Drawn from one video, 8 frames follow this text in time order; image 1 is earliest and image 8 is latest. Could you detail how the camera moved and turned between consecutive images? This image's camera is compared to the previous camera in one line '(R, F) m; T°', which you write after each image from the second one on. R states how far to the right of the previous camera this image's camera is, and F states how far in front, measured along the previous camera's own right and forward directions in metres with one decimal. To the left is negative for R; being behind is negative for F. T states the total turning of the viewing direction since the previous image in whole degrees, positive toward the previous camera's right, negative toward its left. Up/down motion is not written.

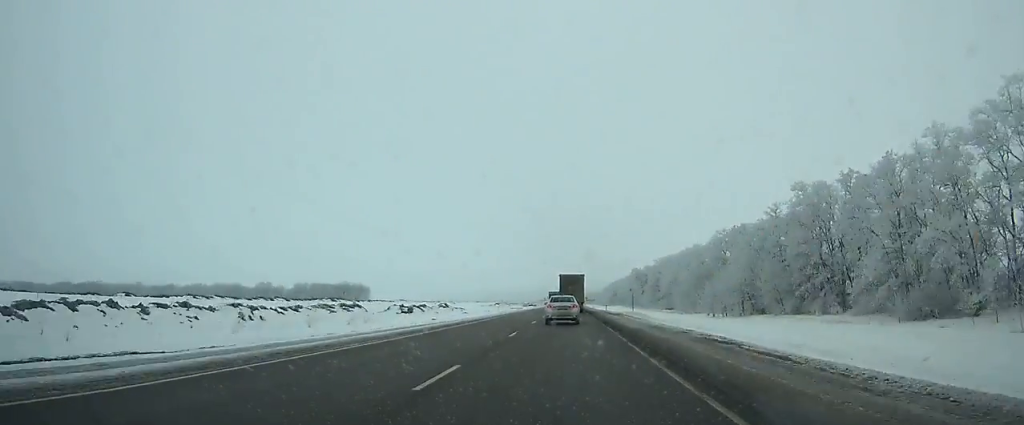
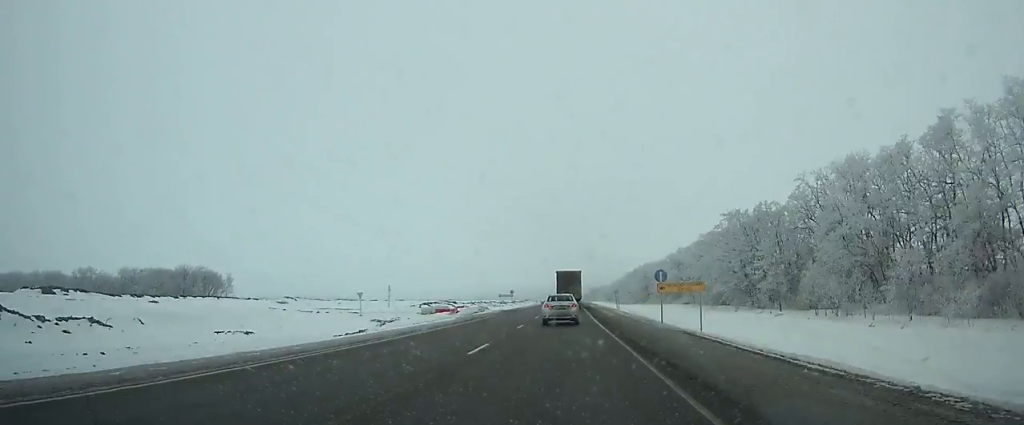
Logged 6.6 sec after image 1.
(-0.5, +137.1) m; -1°
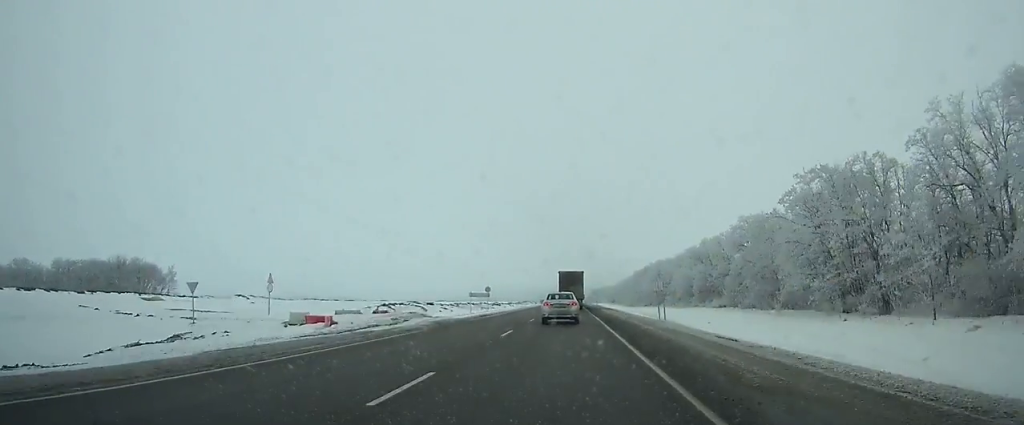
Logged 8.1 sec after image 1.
(0.0, +31.1) m; 0°
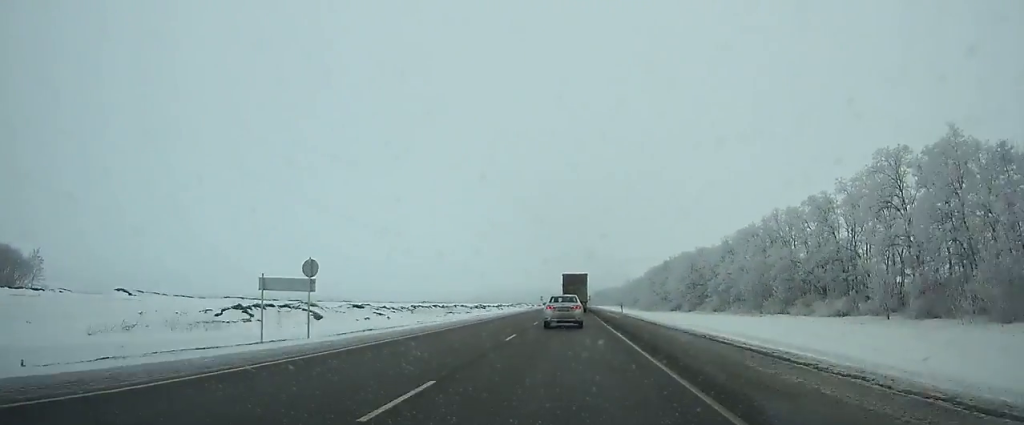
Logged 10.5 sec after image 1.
(-0.1, +49.6) m; 0°
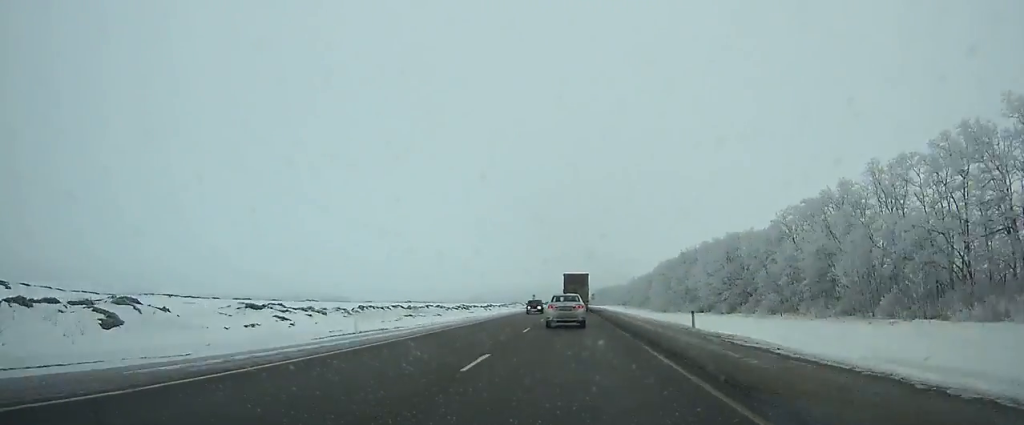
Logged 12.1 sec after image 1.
(+0.1, +33.0) m; 0°
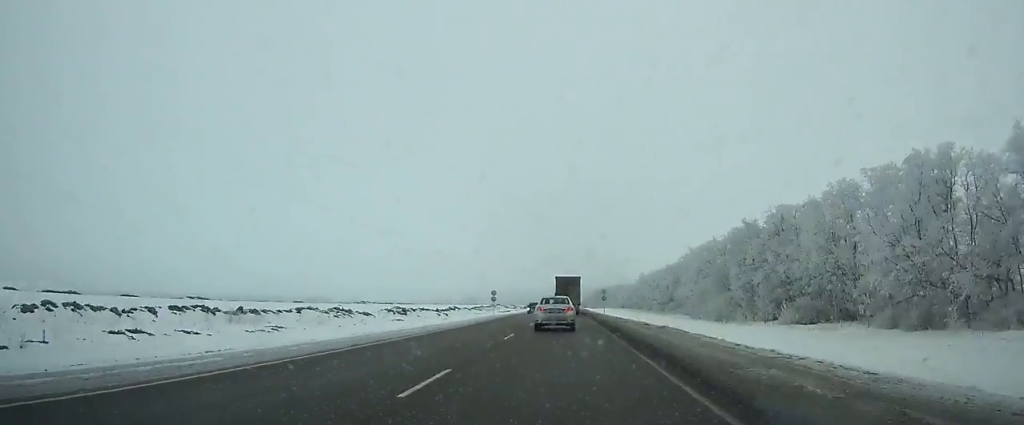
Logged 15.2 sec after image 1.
(+0.2, +63.6) m; 0°
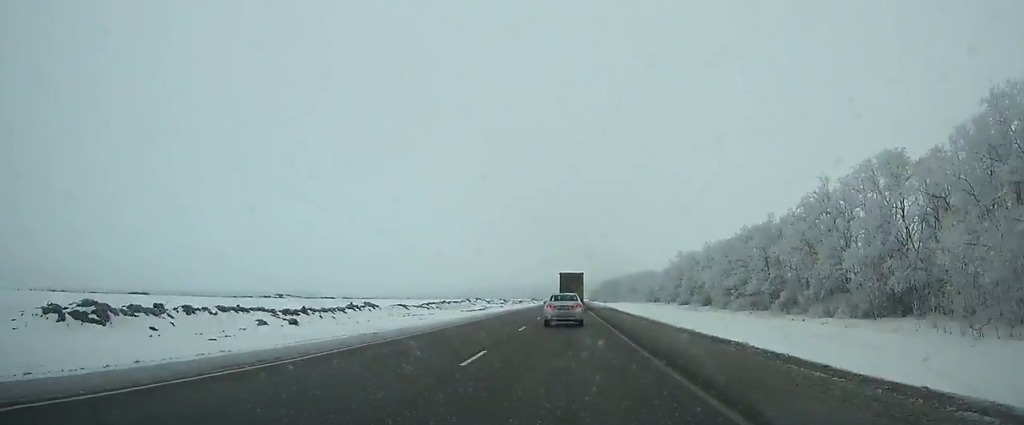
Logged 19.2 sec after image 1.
(0.0, +81.3) m; 0°
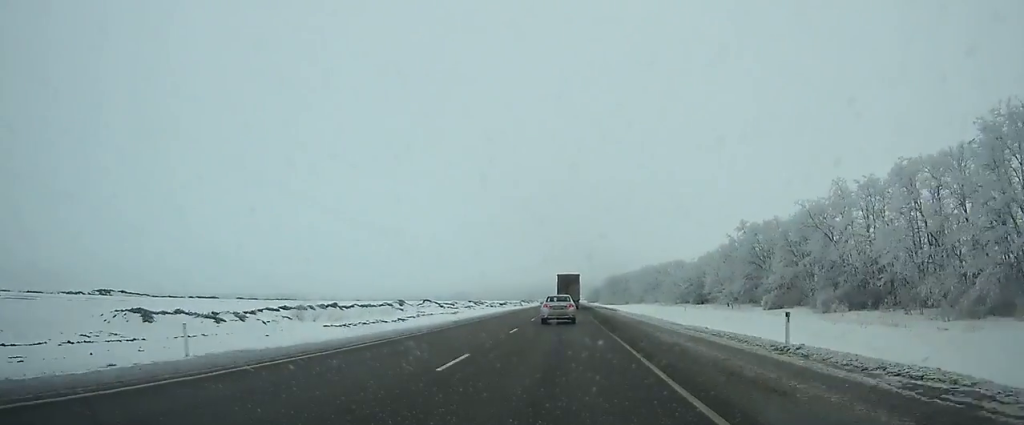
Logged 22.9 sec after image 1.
(+0.1, +74.8) m; 0°
